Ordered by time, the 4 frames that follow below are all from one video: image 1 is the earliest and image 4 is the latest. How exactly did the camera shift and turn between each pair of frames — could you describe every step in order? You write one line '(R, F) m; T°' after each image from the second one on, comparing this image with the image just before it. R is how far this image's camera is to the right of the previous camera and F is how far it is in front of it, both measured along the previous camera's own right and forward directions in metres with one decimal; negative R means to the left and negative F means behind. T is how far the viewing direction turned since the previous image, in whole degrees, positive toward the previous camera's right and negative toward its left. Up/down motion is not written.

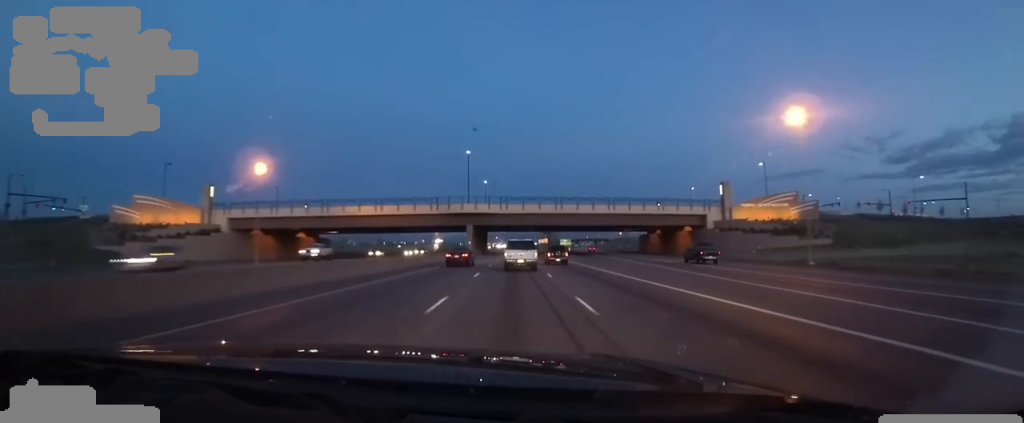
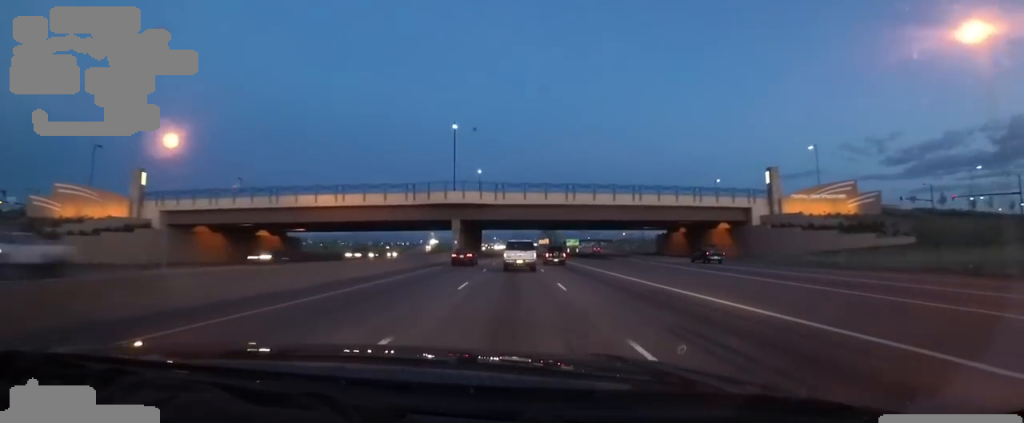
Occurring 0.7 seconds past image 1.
(+0.6, +17.9) m; +2°
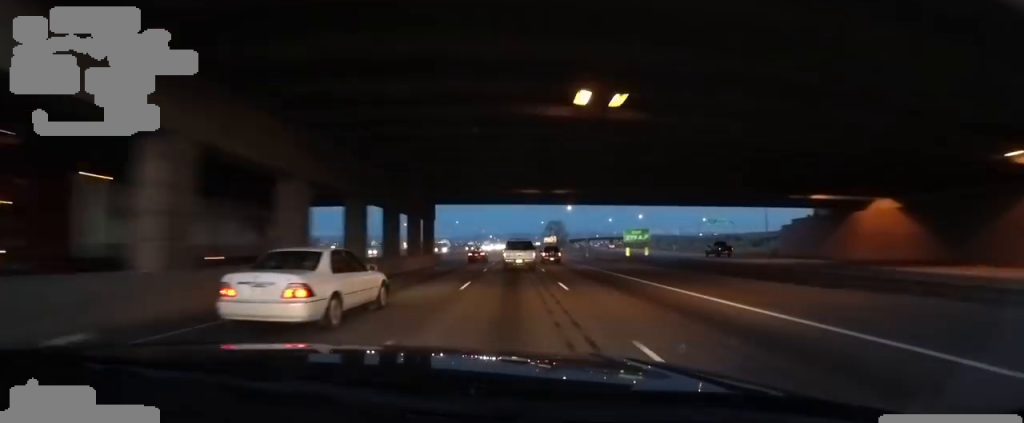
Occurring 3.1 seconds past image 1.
(-0.1, +61.6) m; -1°
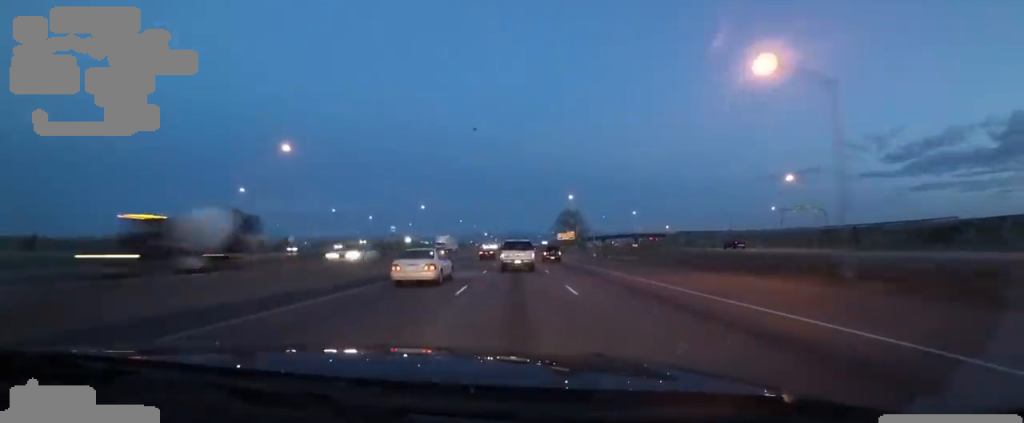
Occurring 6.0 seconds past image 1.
(+0.5, +75.0) m; +1°
